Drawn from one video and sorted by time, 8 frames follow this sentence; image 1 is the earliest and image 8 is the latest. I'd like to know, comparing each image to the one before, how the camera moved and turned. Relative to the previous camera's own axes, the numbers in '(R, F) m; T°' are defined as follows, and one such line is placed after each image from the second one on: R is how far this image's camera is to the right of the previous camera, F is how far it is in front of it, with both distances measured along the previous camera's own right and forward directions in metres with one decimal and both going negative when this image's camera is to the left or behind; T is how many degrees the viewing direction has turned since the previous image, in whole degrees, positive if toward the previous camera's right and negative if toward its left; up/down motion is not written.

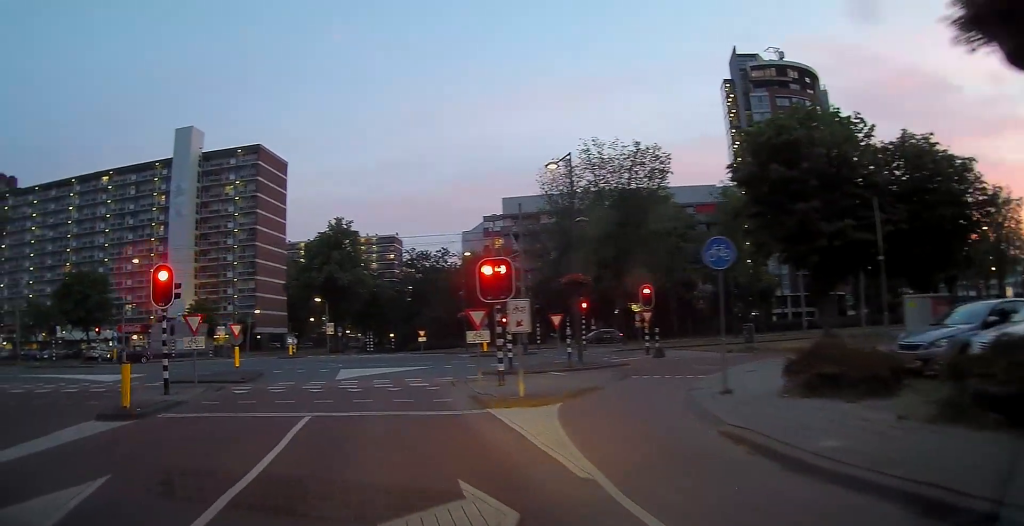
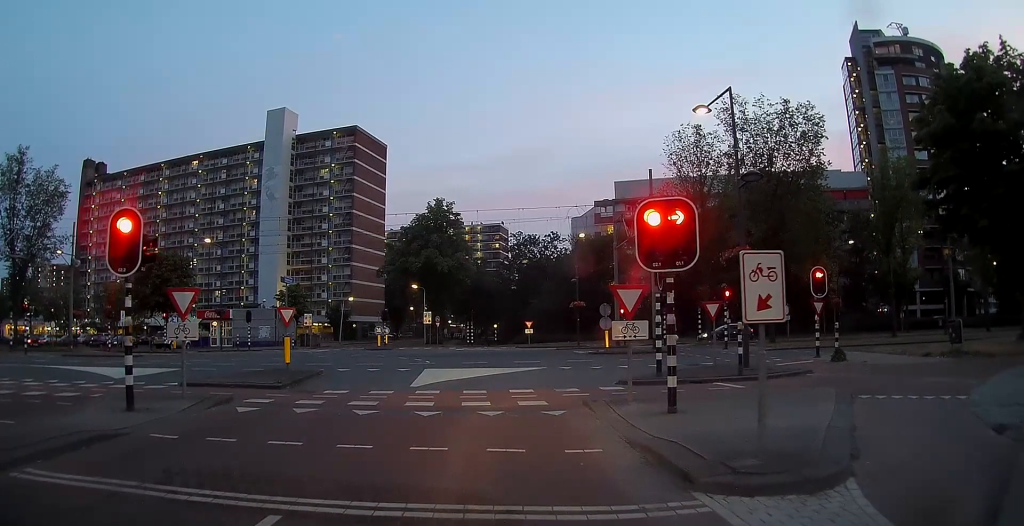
(-0.8, +7.8) m; -9°
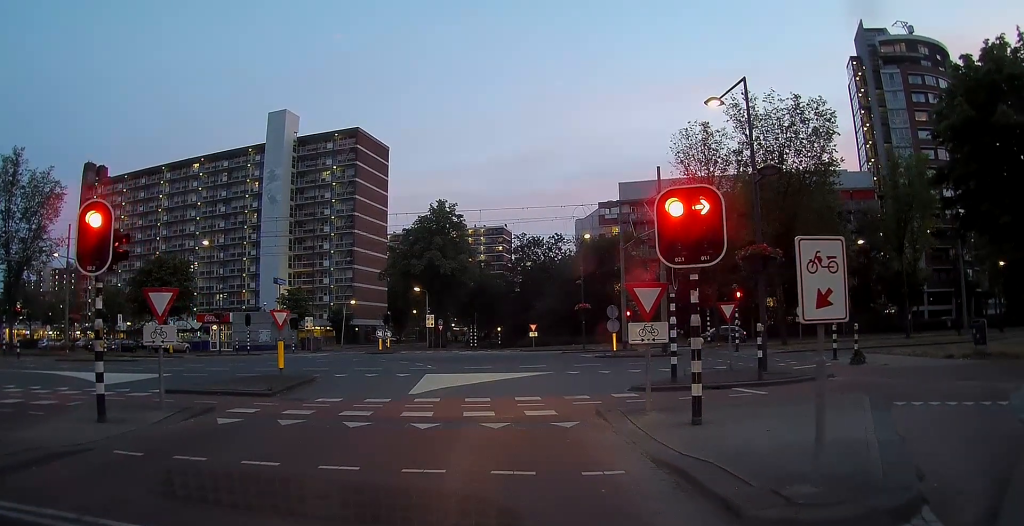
(-0.1, +1.3) m; 0°
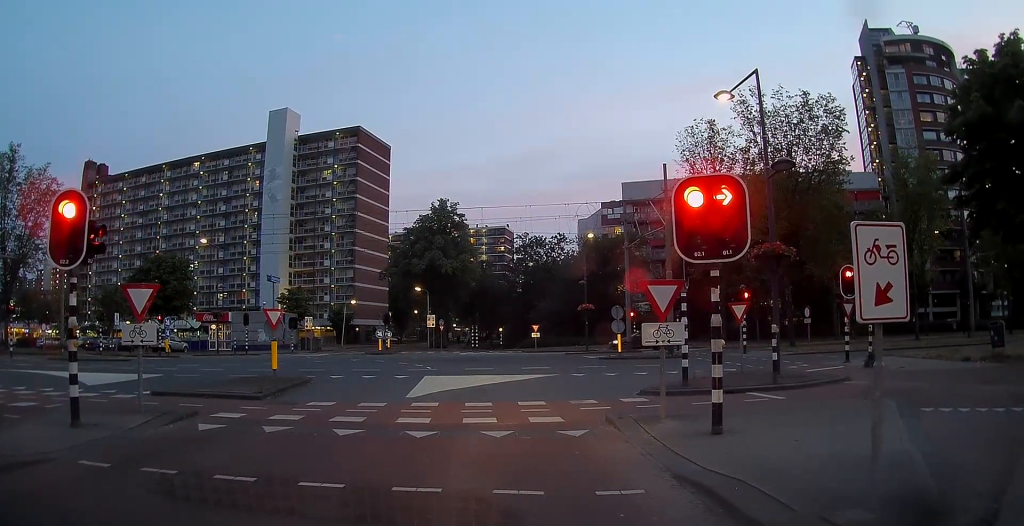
(+0.2, +1.0) m; 0°
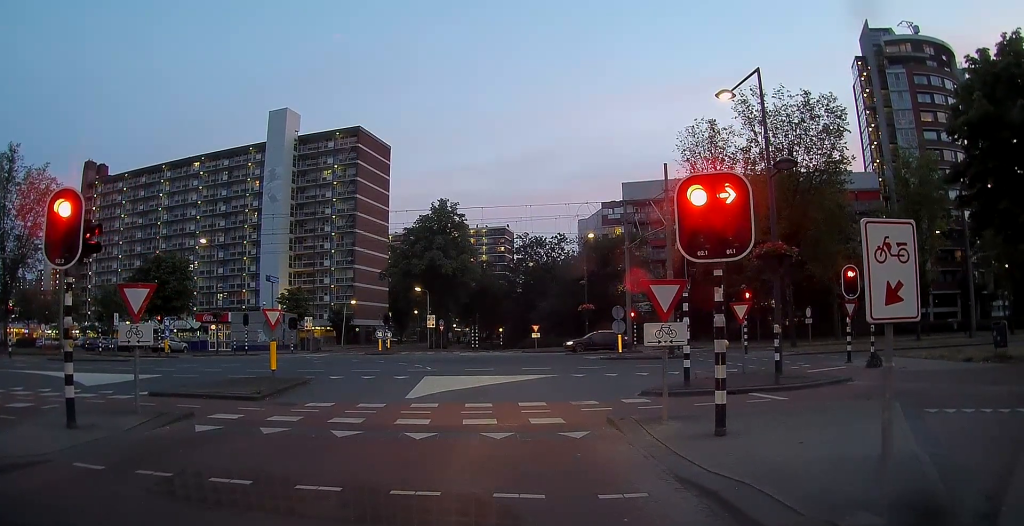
(0.0, 0.0) m; 0°
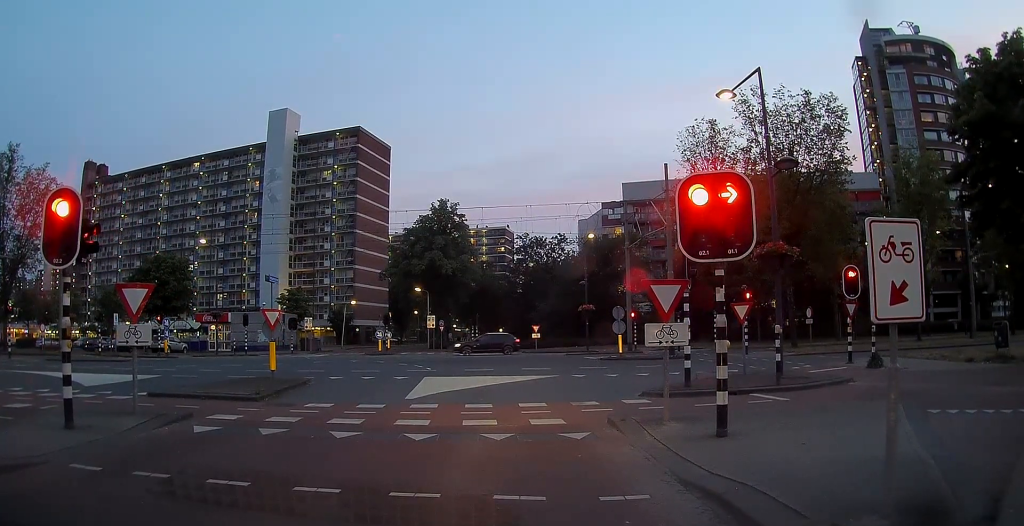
(0.0, 0.0) m; 0°
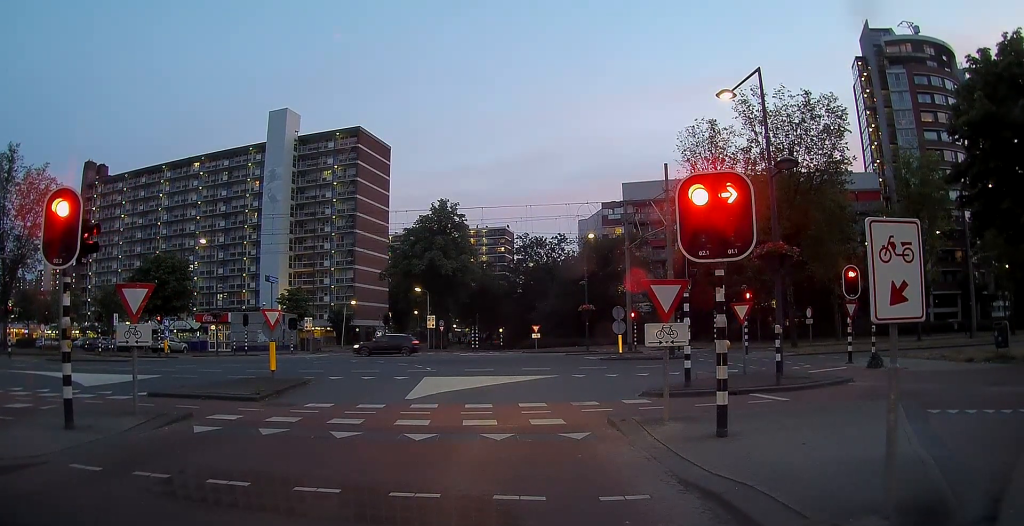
(0.0, 0.0) m; 0°
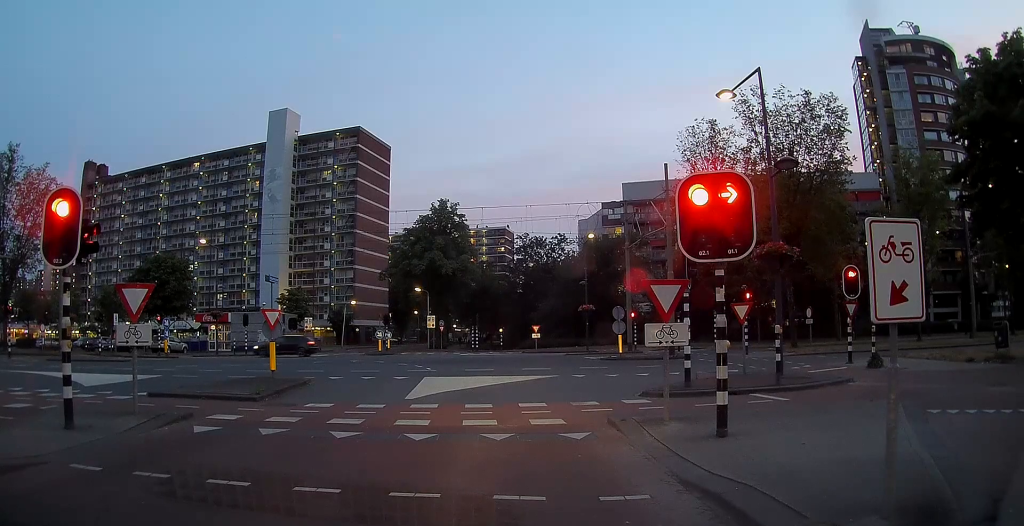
(0.0, 0.0) m; 0°
